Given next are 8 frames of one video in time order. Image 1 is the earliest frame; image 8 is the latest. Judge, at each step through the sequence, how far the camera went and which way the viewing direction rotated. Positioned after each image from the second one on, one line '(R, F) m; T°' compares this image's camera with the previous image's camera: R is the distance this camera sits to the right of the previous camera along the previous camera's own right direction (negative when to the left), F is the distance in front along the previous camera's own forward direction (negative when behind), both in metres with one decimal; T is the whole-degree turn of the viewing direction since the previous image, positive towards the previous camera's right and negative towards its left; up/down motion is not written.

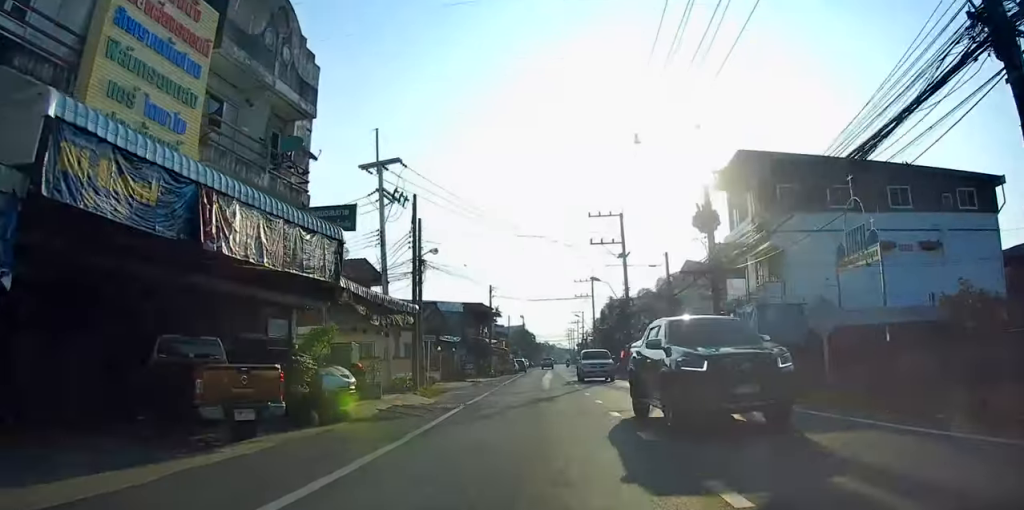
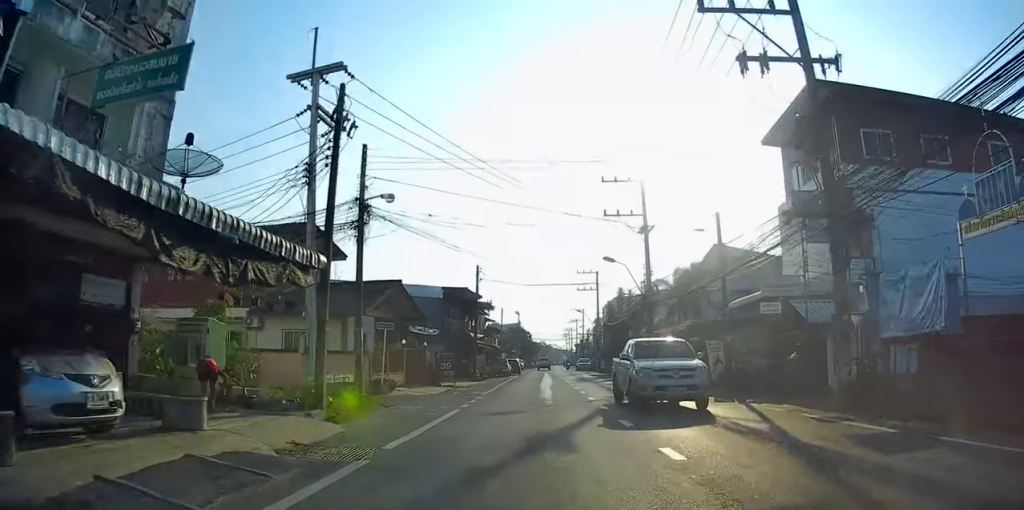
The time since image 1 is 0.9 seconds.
(+0.1, +10.4) m; 0°
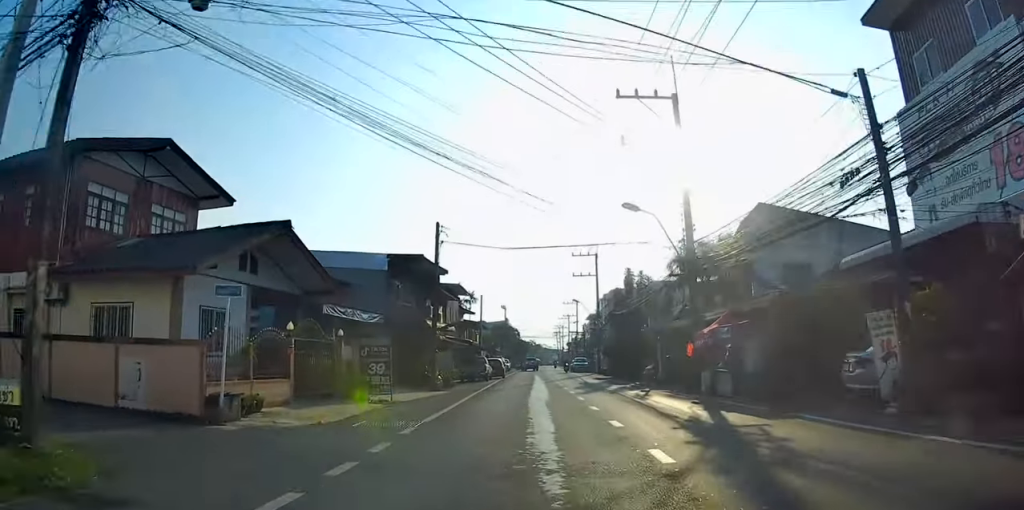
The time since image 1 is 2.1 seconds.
(0.0, +13.4) m; +1°
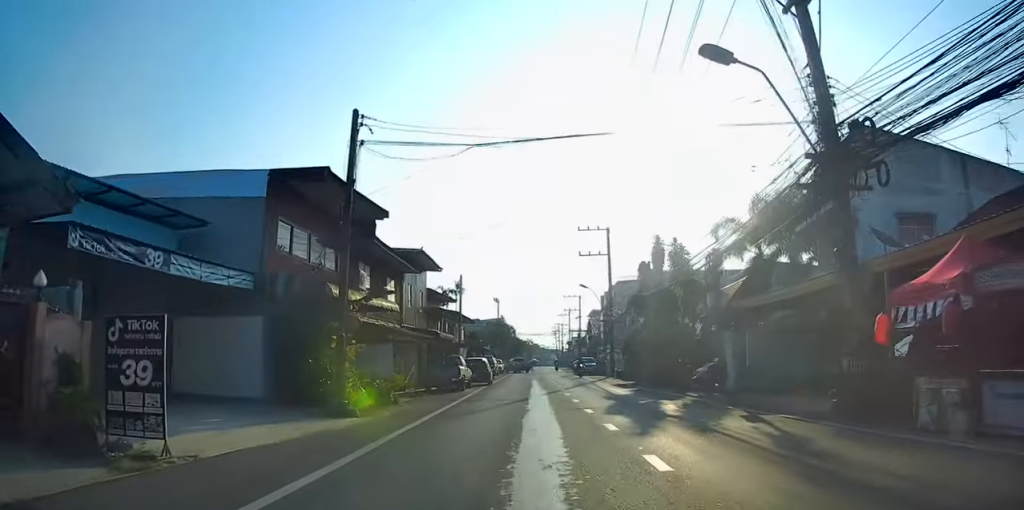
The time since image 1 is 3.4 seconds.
(+0.4, +13.4) m; +2°
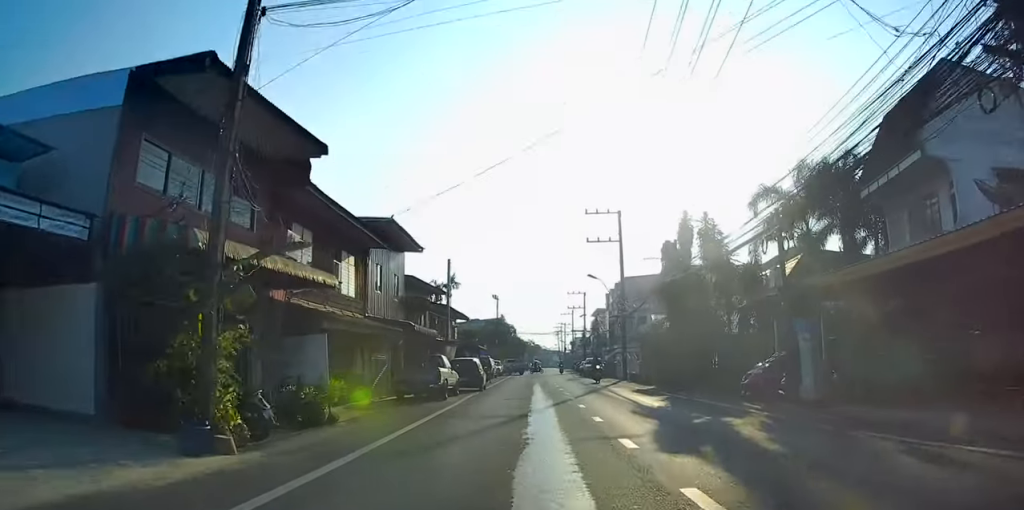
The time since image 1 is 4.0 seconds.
(+0.1, +6.7) m; 0°
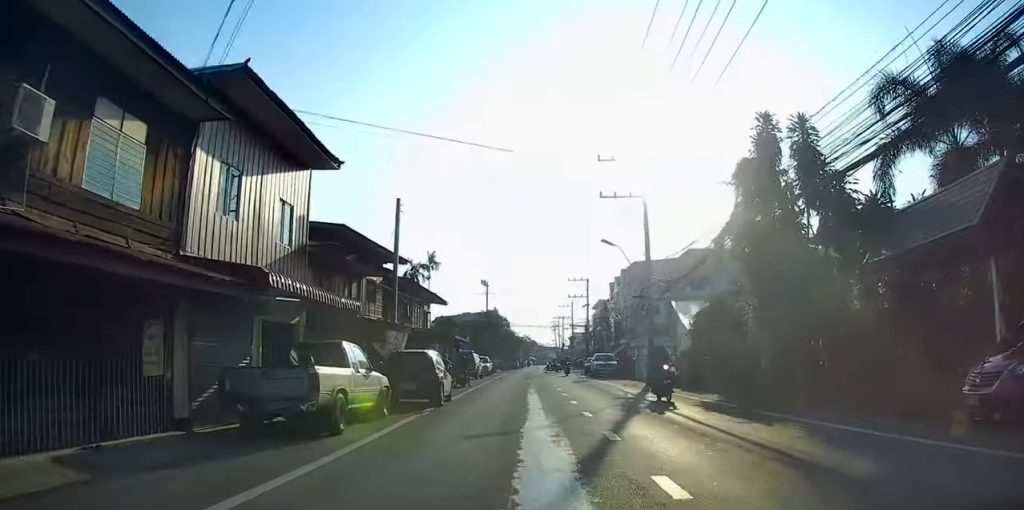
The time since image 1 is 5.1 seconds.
(-0.2, +12.0) m; -1°
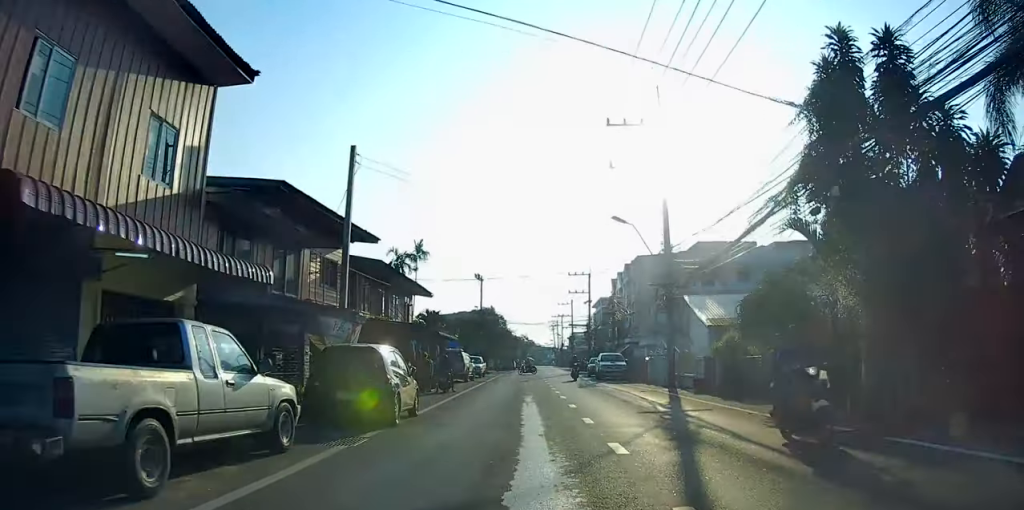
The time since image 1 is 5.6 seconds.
(-0.1, +5.5) m; +1°
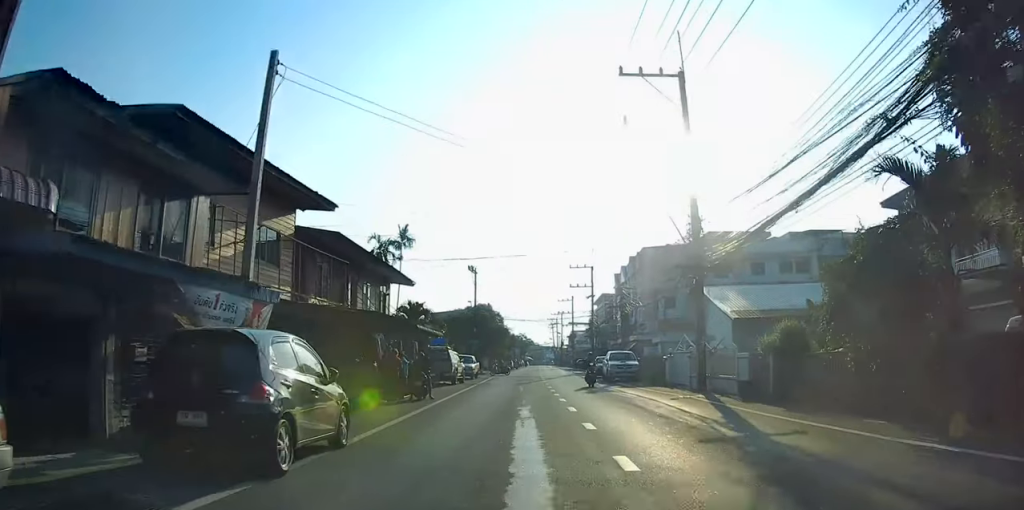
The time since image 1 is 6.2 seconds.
(+0.1, +5.5) m; +1°
